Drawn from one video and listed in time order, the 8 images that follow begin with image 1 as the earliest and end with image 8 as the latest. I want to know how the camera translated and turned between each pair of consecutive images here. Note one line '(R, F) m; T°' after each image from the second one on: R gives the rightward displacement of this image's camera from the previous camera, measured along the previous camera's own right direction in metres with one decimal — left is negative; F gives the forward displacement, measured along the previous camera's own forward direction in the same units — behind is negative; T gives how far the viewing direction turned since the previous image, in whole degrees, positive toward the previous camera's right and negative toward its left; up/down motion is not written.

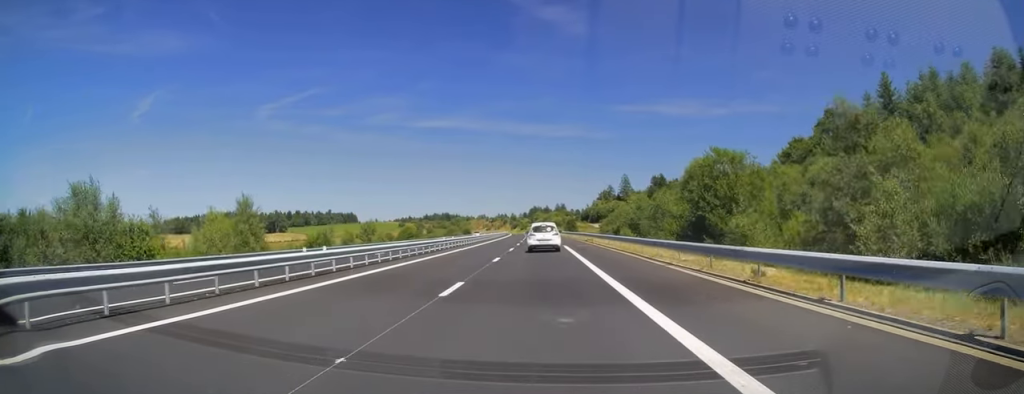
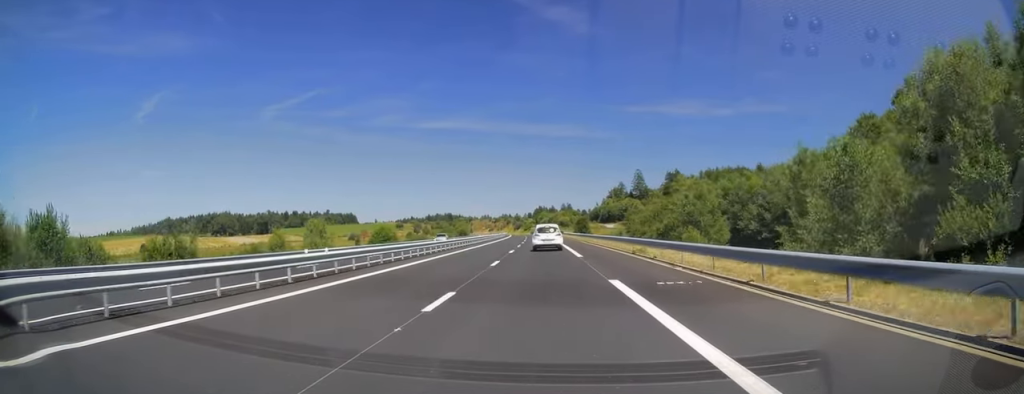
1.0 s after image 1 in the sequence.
(0.0, +28.2) m; 0°
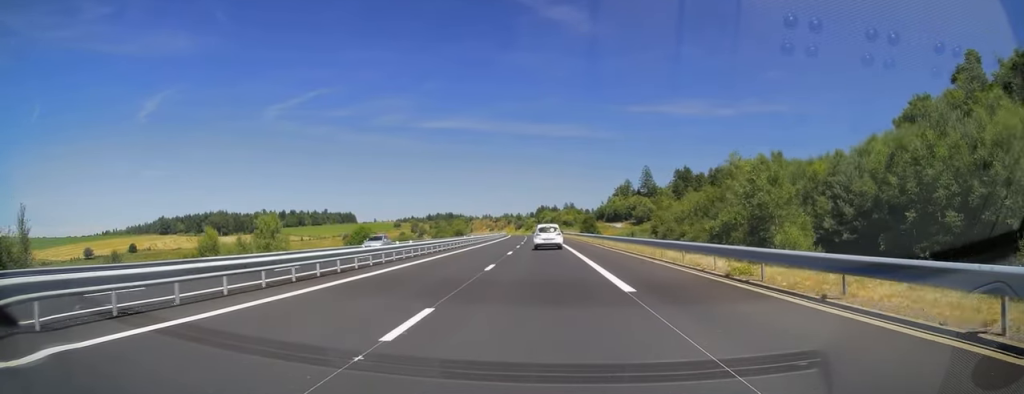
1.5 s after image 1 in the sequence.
(+0.1, +15.9) m; 0°
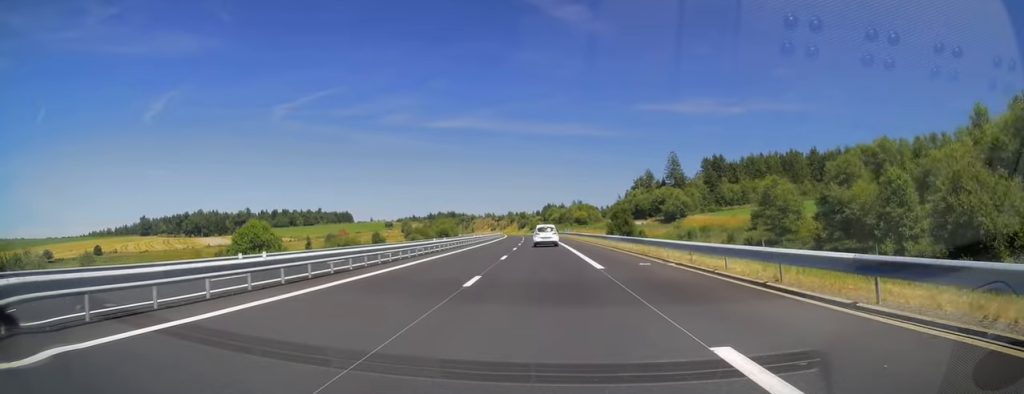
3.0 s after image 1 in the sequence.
(-0.4, +45.0) m; 0°
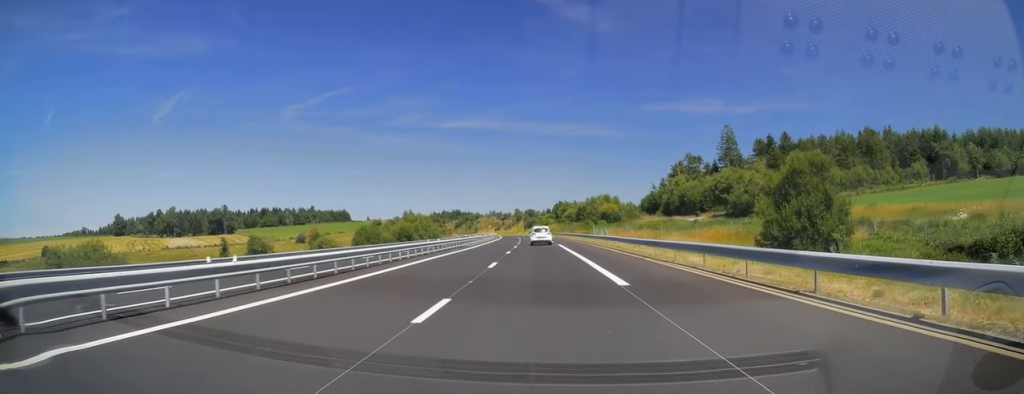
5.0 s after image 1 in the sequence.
(-0.4, +57.8) m; -1°
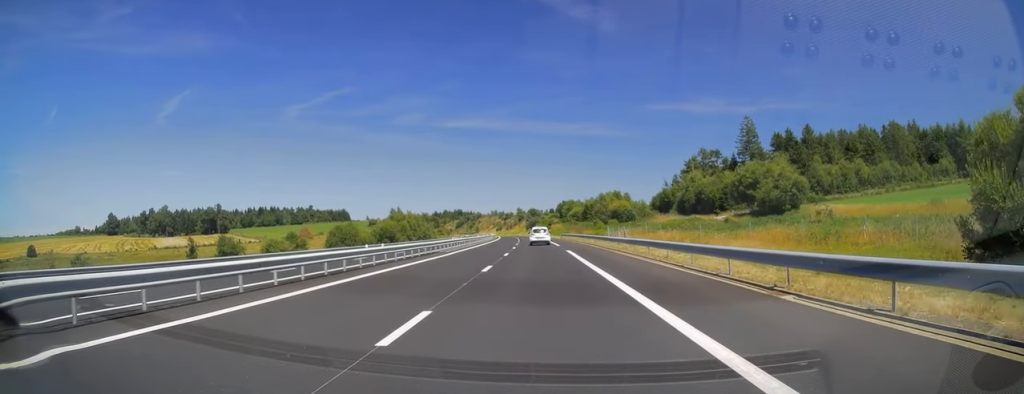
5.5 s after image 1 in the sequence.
(0.0, +14.8) m; 0°
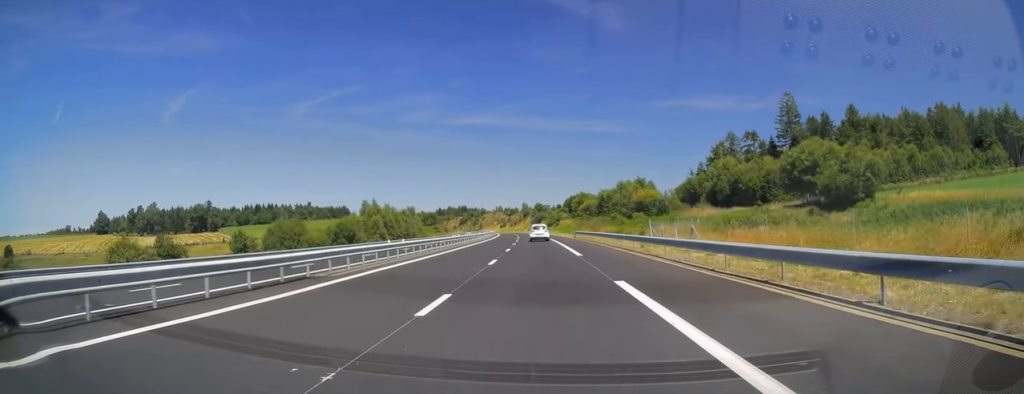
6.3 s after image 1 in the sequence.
(0.0, +23.8) m; -1°
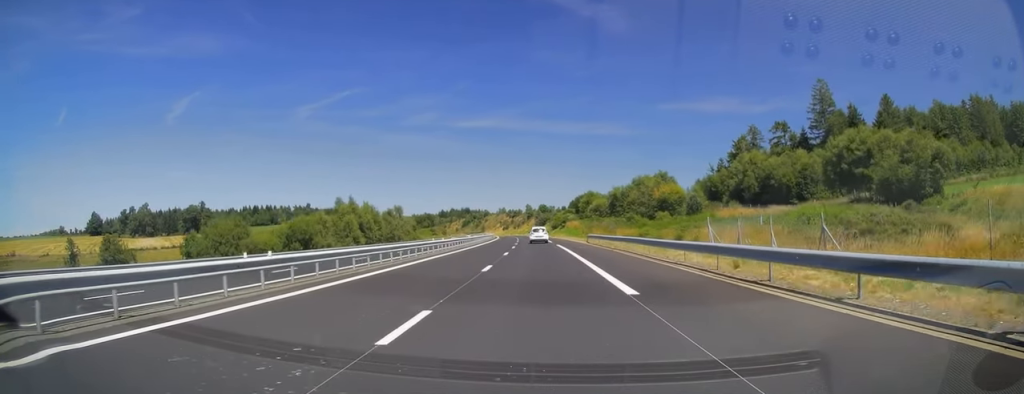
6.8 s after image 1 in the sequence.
(0.0, +15.3) m; 0°
